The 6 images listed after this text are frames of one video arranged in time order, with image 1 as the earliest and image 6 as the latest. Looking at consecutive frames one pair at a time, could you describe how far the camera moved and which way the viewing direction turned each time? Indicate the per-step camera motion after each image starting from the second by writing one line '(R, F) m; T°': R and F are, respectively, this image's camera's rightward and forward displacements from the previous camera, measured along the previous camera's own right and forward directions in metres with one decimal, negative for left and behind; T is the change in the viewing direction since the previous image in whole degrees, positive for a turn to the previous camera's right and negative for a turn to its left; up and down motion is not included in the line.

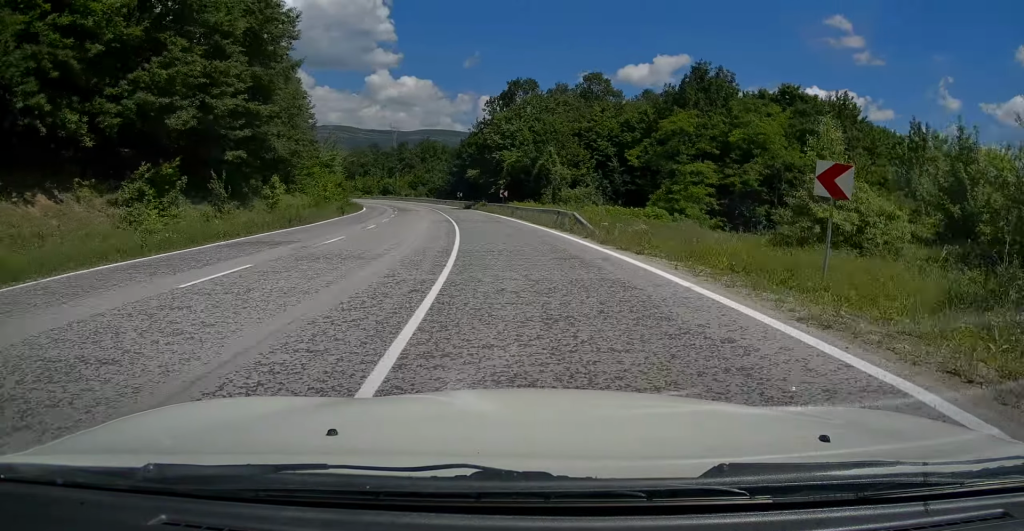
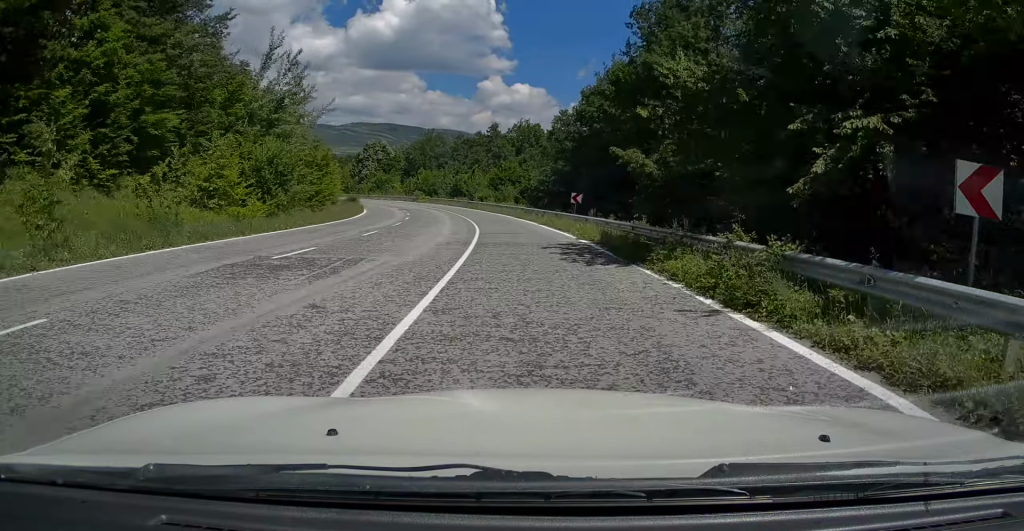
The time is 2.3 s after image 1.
(-5.1, +50.4) m; -8°
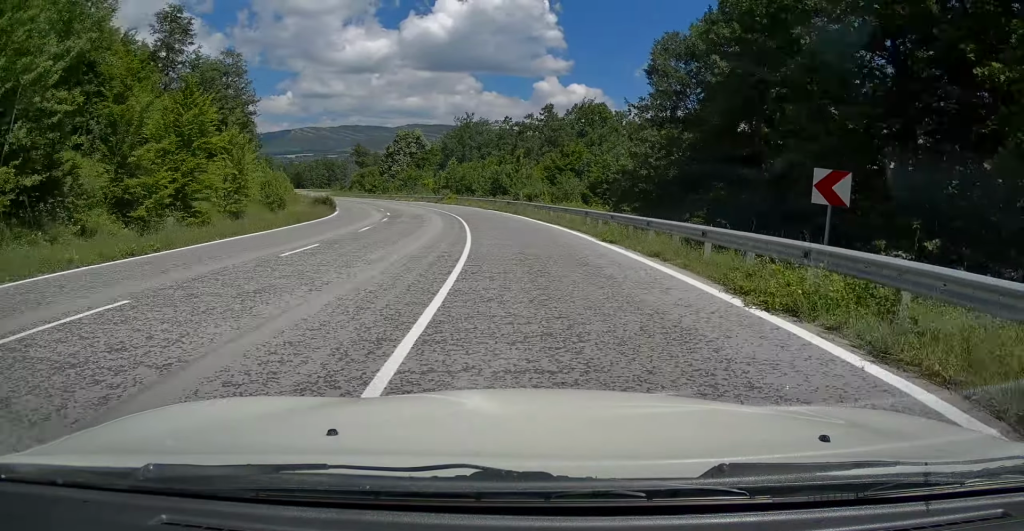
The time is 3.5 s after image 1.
(-0.5, +26.5) m; -4°
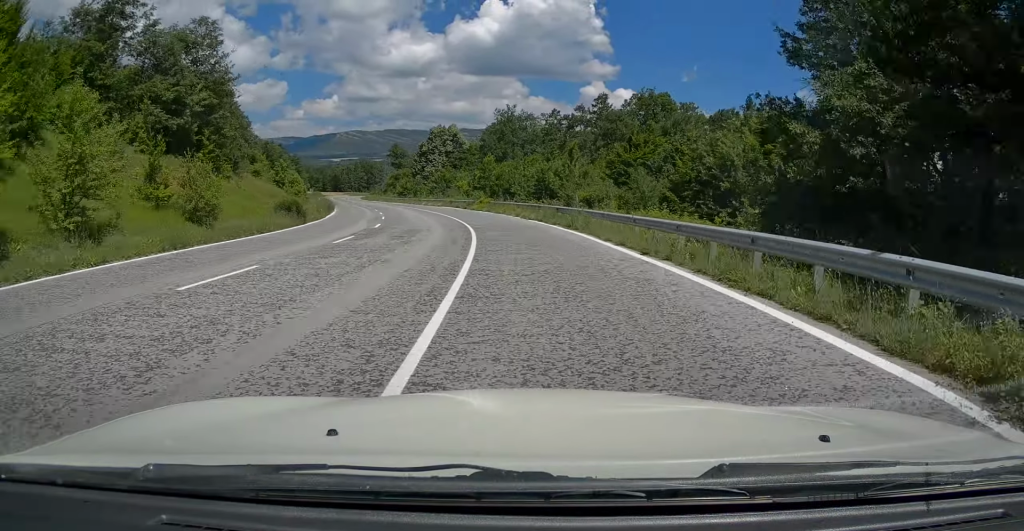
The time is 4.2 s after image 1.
(-0.2, +14.1) m; -4°
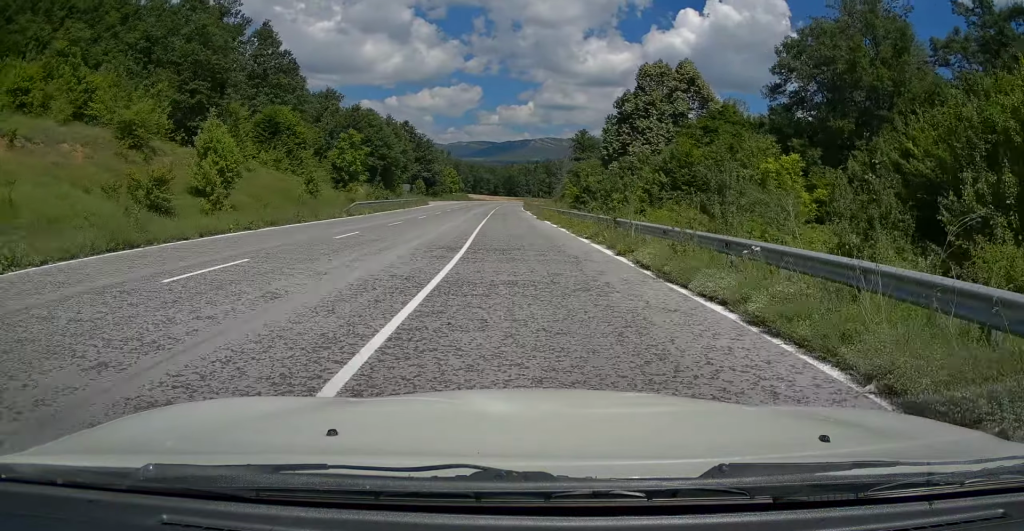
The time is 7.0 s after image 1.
(-10.1, +61.9) m; -17°
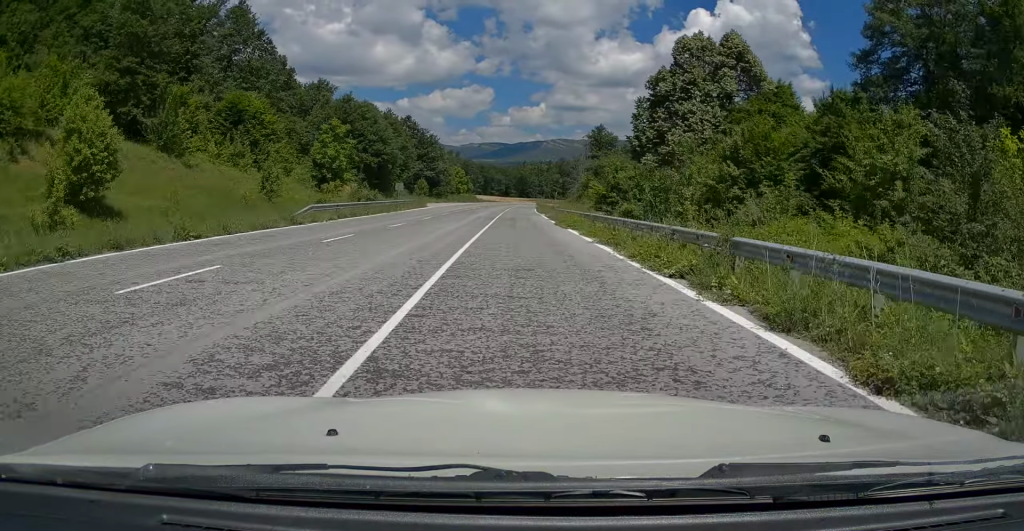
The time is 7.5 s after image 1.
(-0.2, +10.2) m; -1°
